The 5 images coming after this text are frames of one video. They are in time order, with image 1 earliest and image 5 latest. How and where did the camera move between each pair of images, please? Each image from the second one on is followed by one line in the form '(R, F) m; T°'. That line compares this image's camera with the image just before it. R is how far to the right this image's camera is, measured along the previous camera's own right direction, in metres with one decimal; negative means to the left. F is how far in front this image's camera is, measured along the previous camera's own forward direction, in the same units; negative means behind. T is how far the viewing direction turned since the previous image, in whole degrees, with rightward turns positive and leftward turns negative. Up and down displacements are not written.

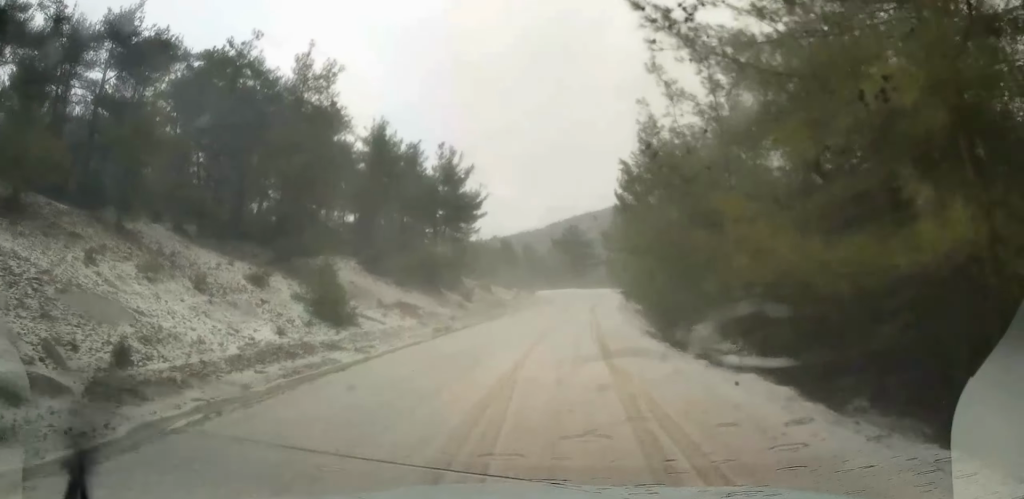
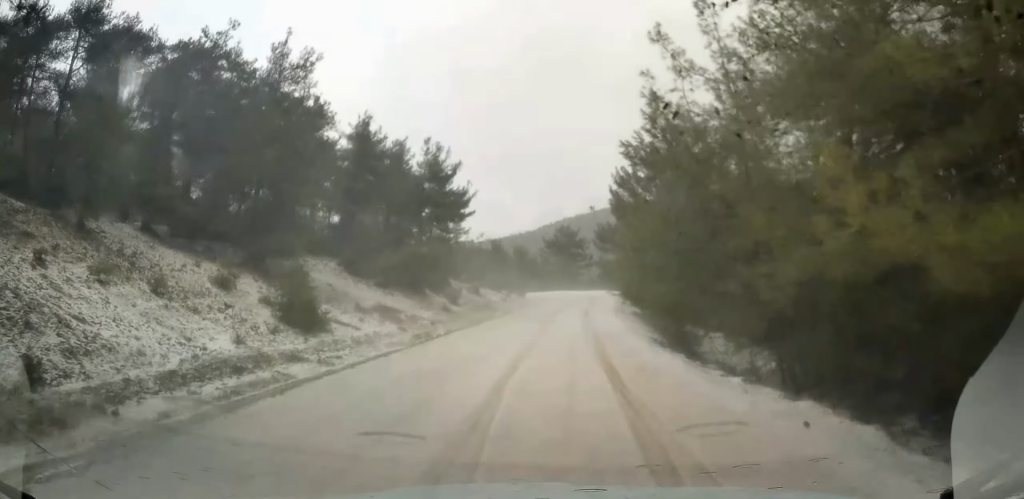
(-0.1, +2.6) m; 0°
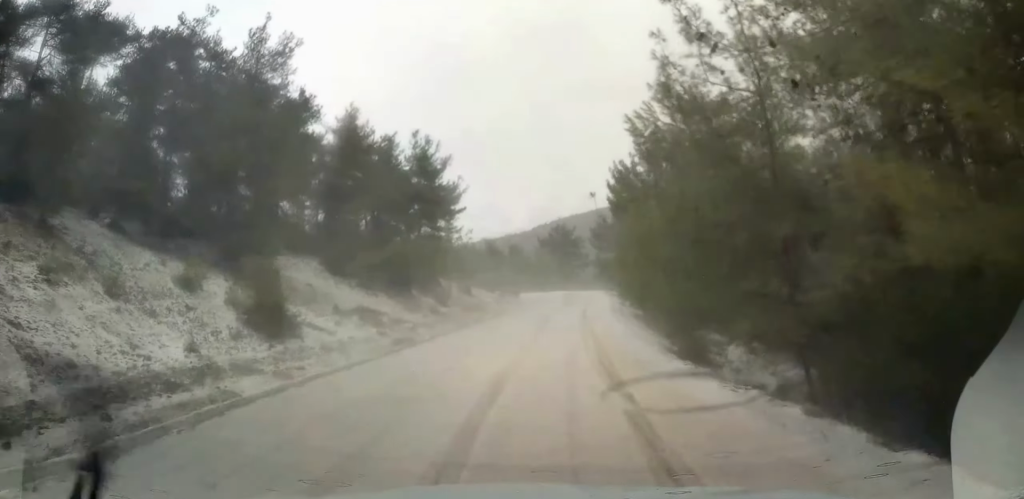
(0.0, +2.5) m; 0°
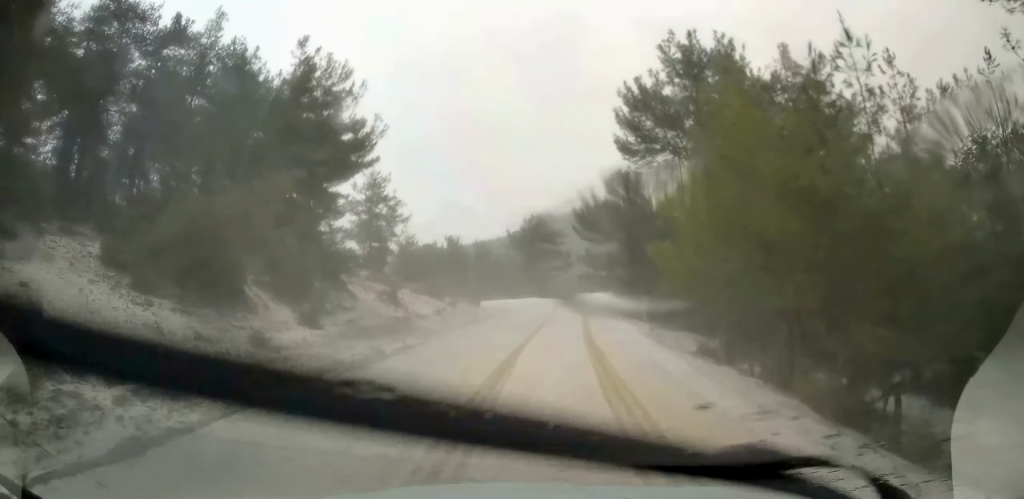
(+0.2, +20.1) m; 0°
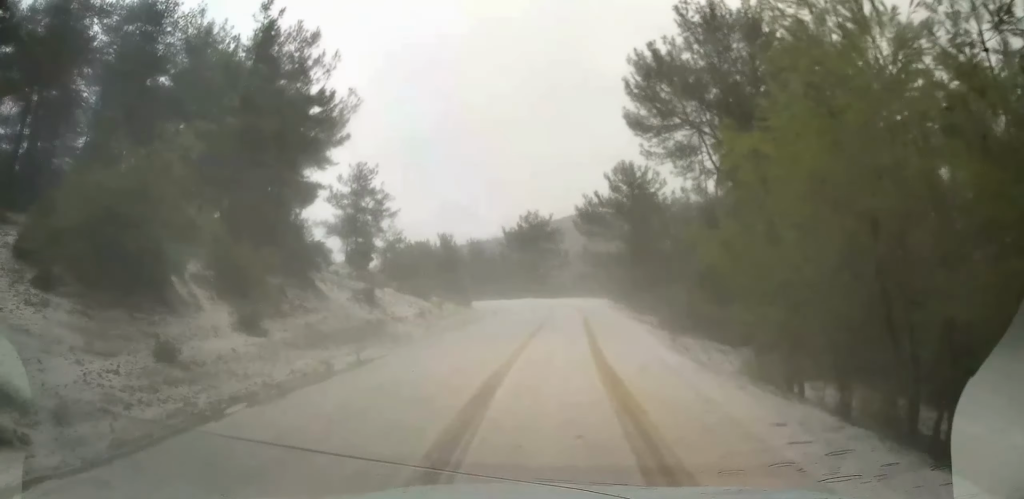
(0.0, +4.4) m; -1°
